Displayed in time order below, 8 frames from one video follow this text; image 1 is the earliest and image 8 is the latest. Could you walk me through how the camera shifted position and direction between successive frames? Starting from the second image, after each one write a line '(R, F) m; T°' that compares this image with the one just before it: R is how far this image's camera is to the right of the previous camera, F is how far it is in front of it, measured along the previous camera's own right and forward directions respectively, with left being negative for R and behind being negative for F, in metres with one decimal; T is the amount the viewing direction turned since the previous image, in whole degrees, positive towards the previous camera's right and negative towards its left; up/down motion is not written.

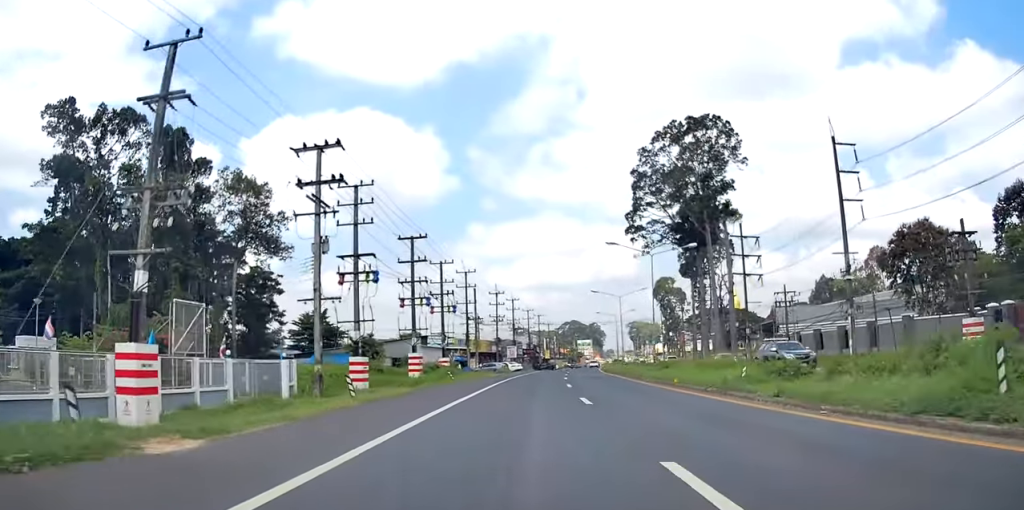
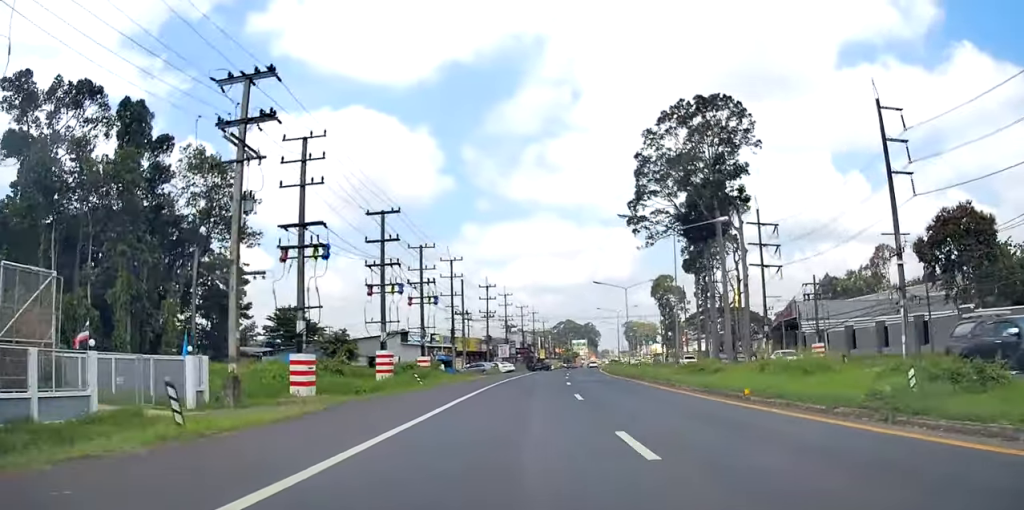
(+0.1, +10.6) m; 0°
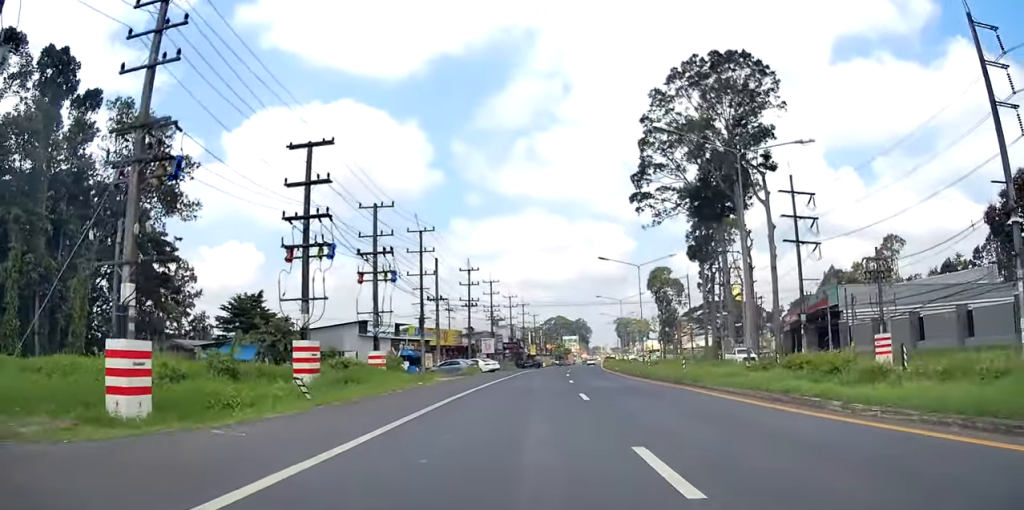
(0.0, +15.1) m; +1°
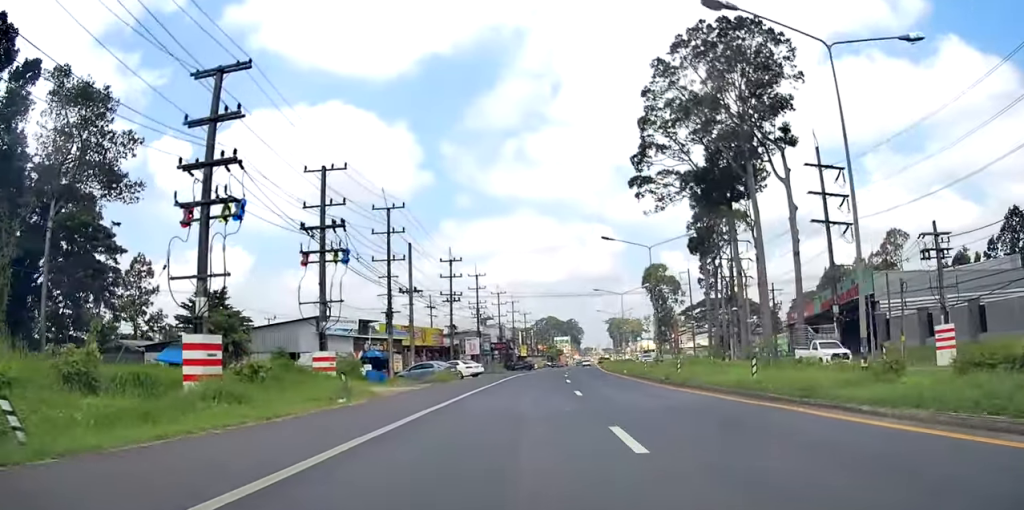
(0.0, +10.3) m; +1°
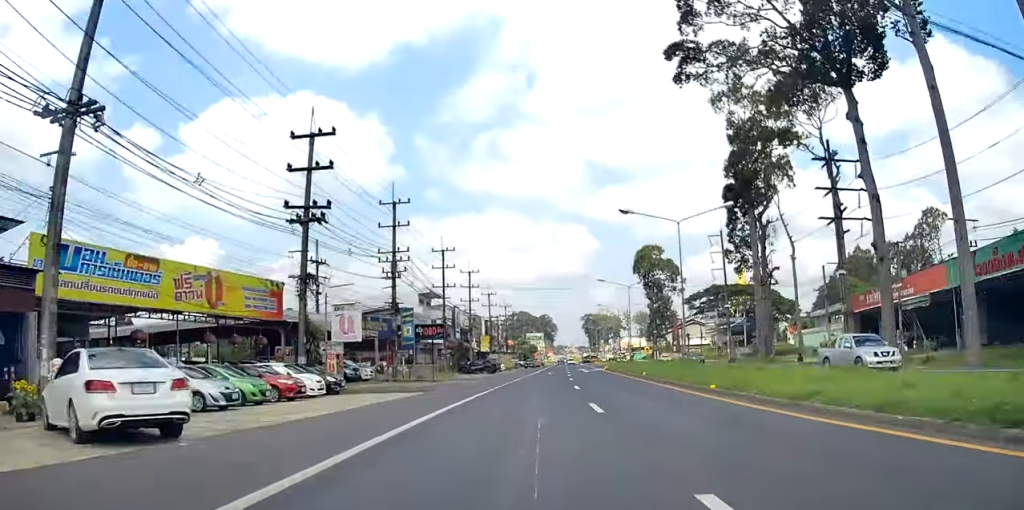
(+1.7, +45.6) m; +3°
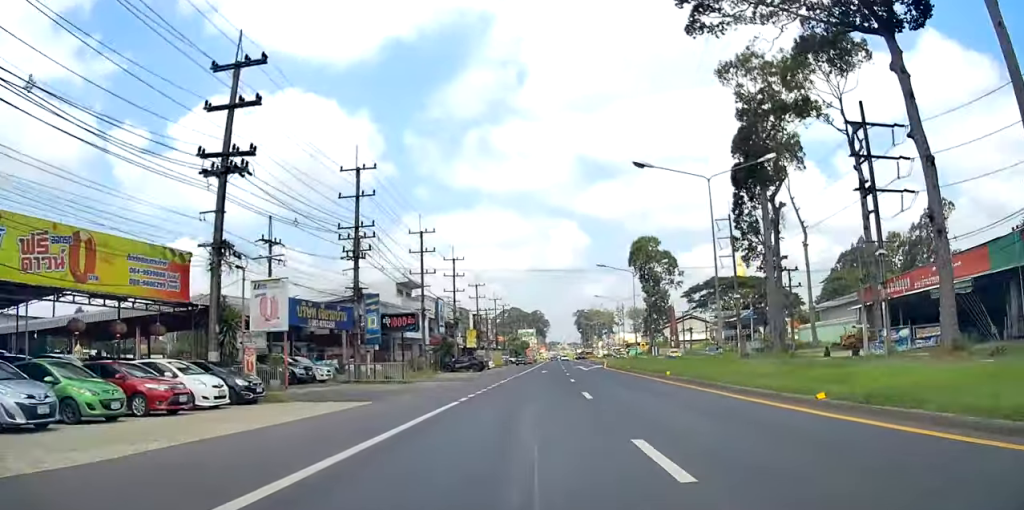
(-0.1, +9.4) m; 0°
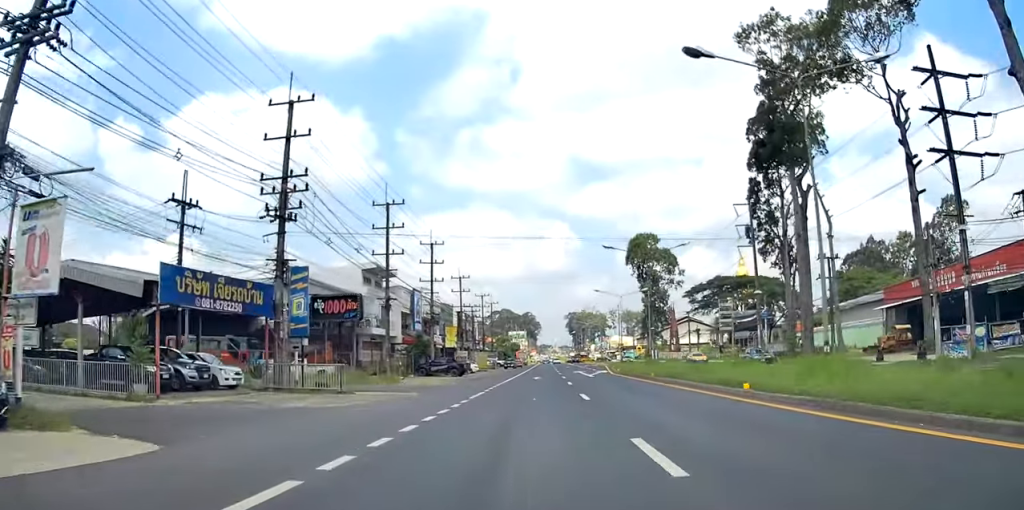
(+0.2, +12.8) m; +1°
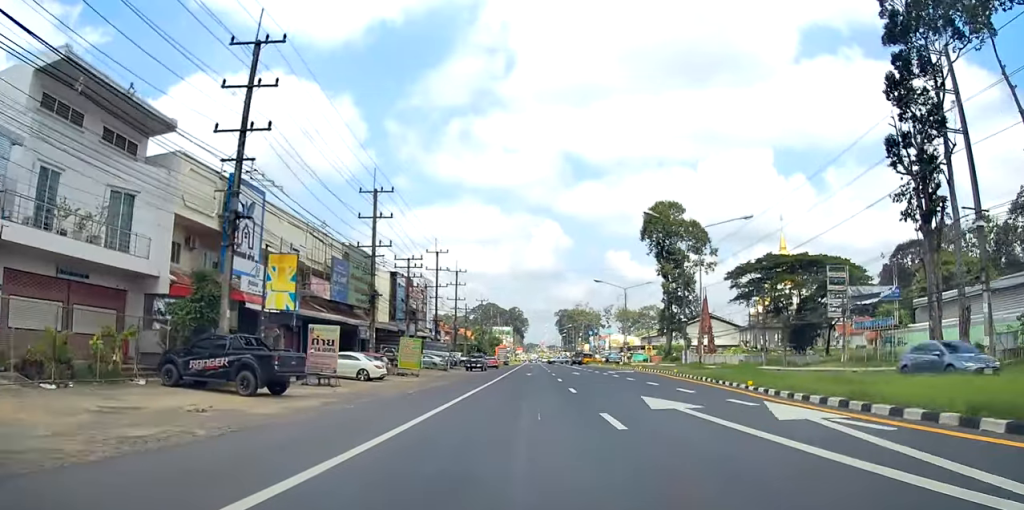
(+1.3, +49.5) m; +3°
